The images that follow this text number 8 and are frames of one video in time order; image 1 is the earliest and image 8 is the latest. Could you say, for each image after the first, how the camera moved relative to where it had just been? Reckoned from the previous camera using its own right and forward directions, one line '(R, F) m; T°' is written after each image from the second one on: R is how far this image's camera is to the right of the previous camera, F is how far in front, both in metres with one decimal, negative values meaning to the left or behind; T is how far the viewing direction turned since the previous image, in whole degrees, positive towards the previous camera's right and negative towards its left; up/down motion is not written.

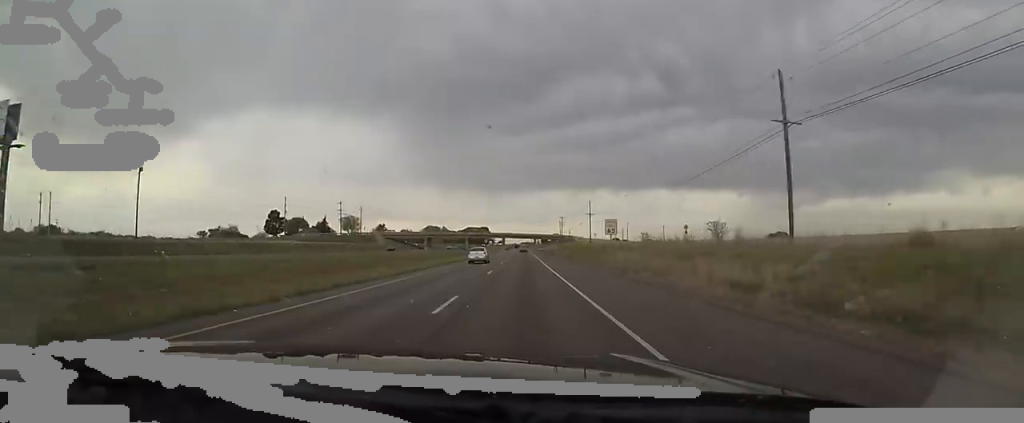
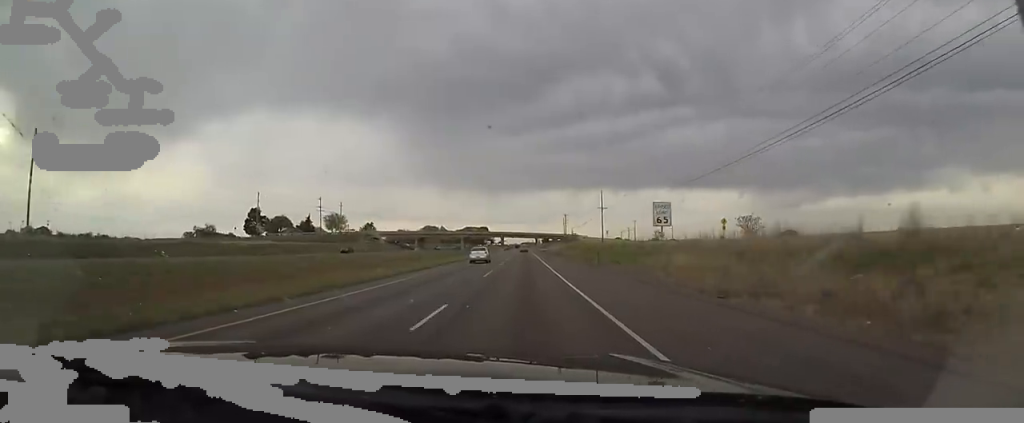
(+0.4, +17.6) m; 0°
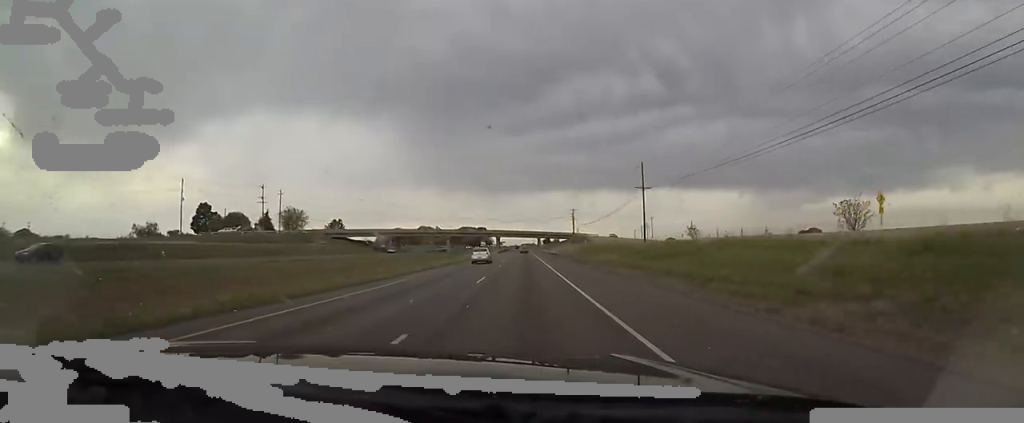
(-0.9, +34.6) m; -2°
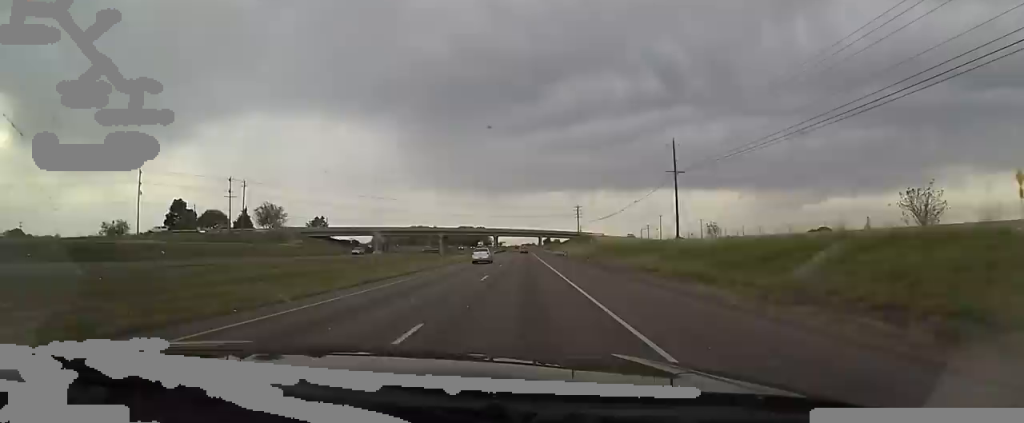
(-0.2, +14.1) m; 0°
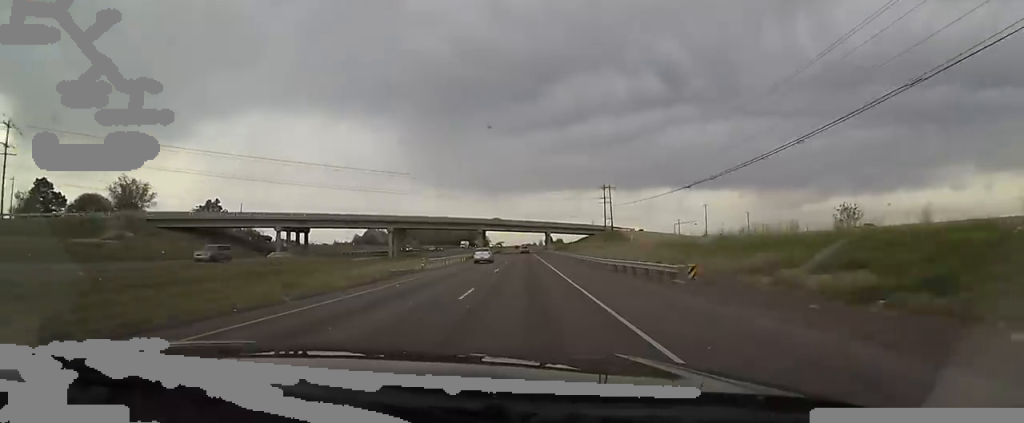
(+0.2, +54.0) m; -1°
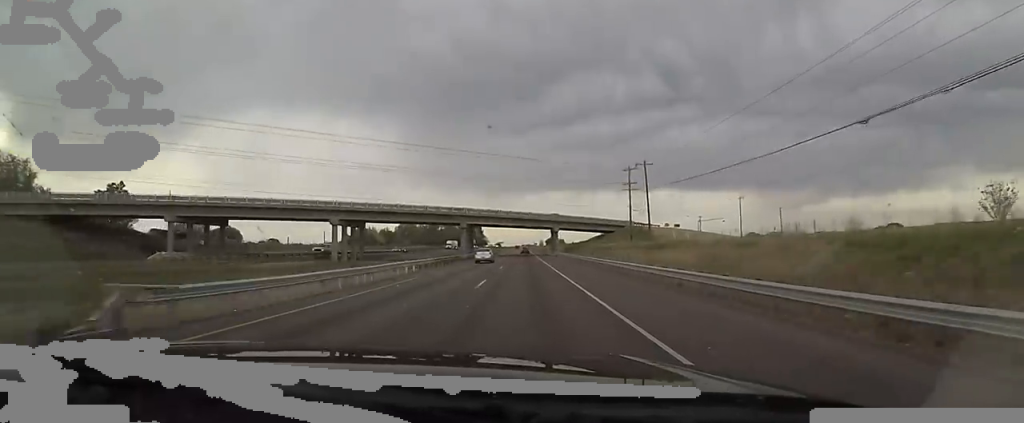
(-0.6, +27.0) m; -1°
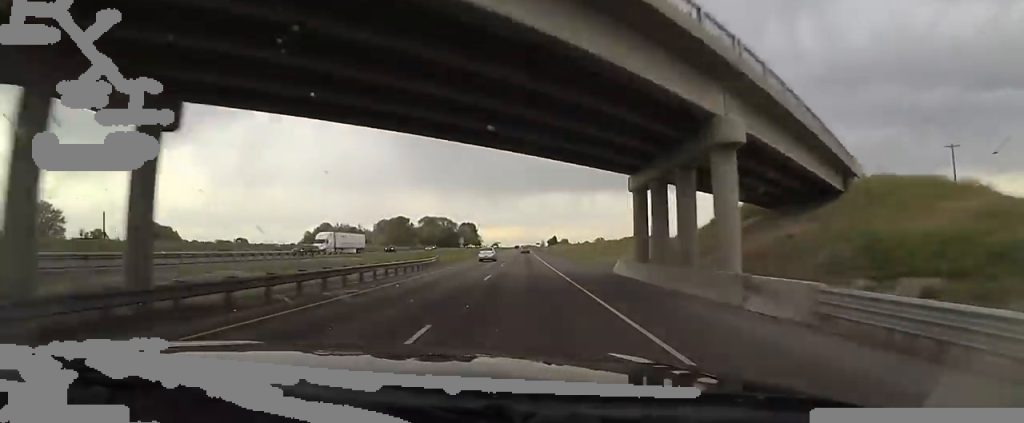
(+0.8, +73.1) m; +1°
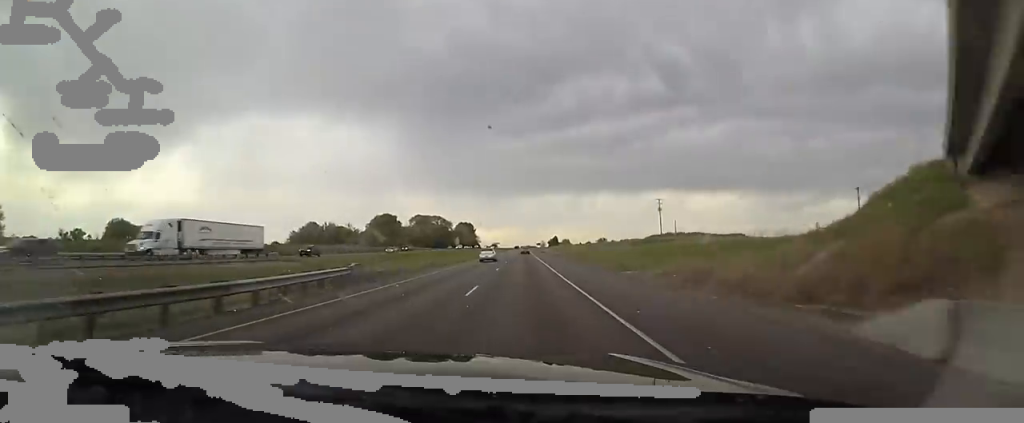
(+0.1, +20.6) m; +1°
